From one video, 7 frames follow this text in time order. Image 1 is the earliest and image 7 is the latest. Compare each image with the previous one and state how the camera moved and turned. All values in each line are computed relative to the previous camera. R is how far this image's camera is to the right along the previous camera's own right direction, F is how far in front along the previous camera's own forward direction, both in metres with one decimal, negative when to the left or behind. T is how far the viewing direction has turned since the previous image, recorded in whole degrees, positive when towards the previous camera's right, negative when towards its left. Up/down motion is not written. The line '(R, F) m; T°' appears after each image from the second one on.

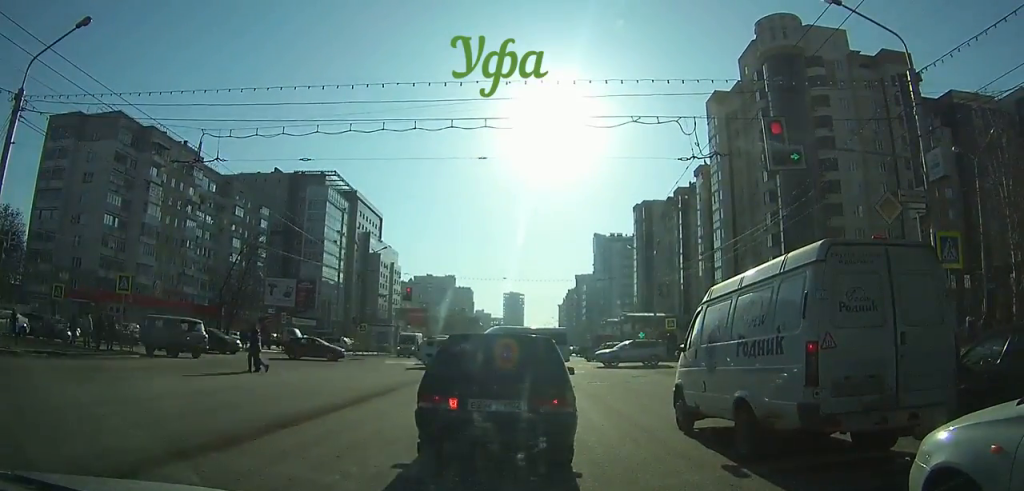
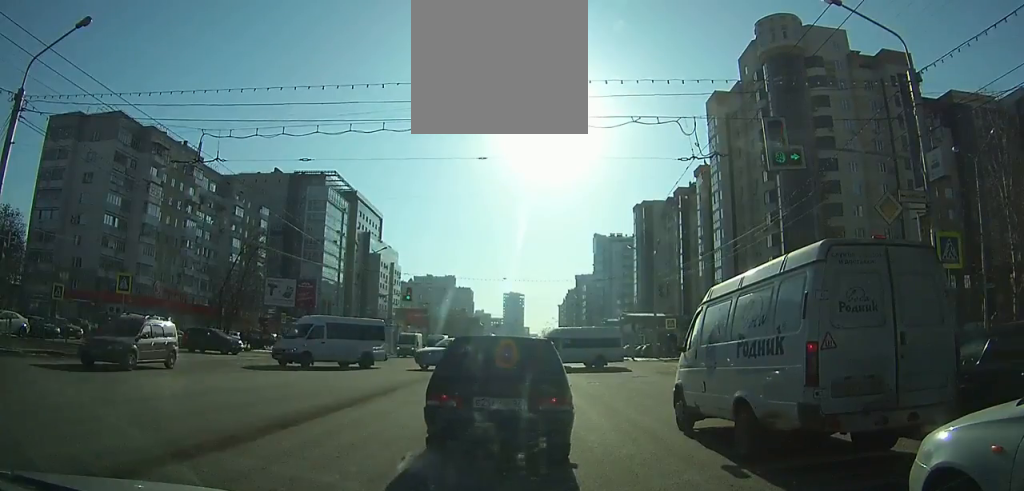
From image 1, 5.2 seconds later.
(-0.3, +8.3) m; -3°
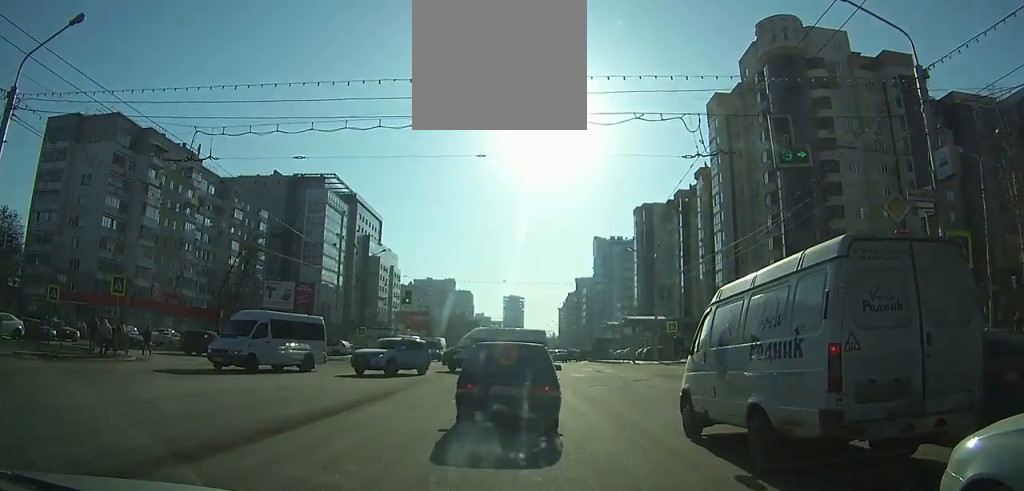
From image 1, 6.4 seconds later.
(0.0, +3.0) m; -1°
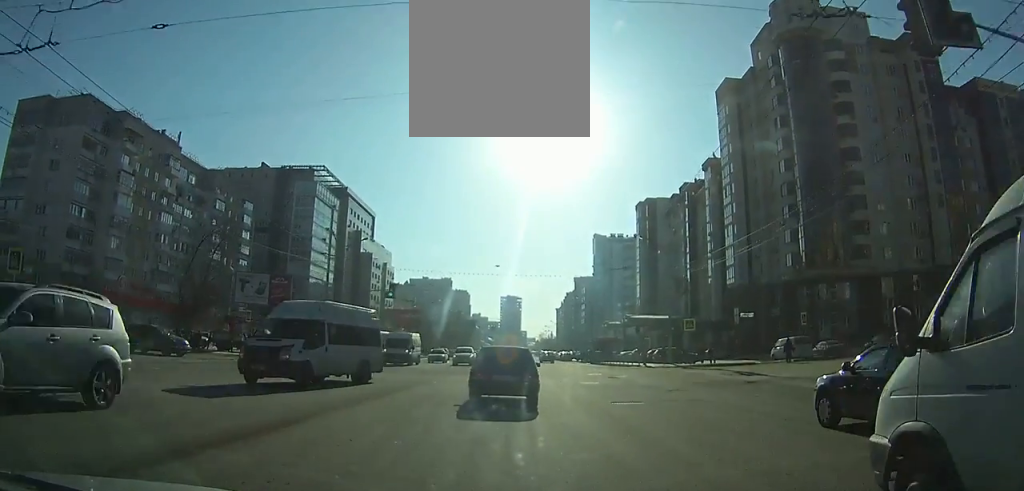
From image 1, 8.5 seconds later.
(-0.1, +10.8) m; -1°
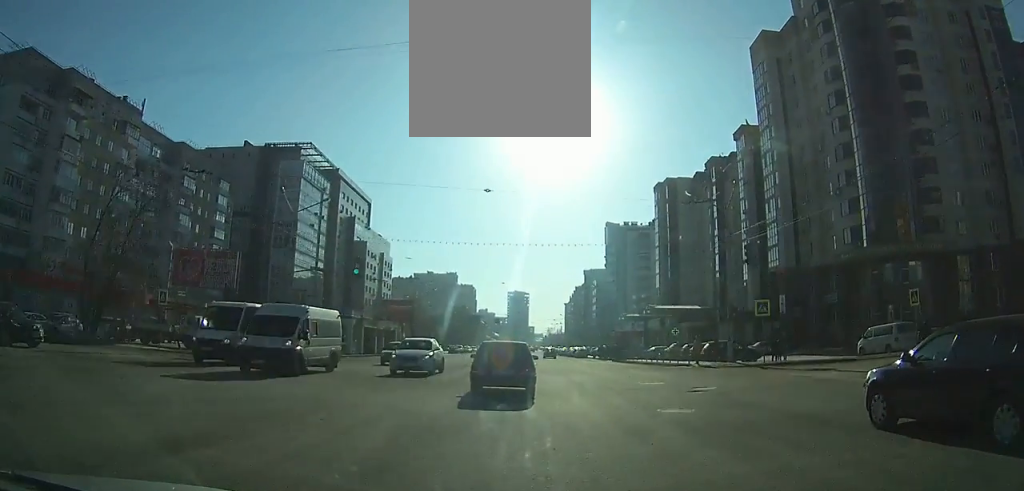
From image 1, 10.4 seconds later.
(-0.1, +13.7) m; 0°
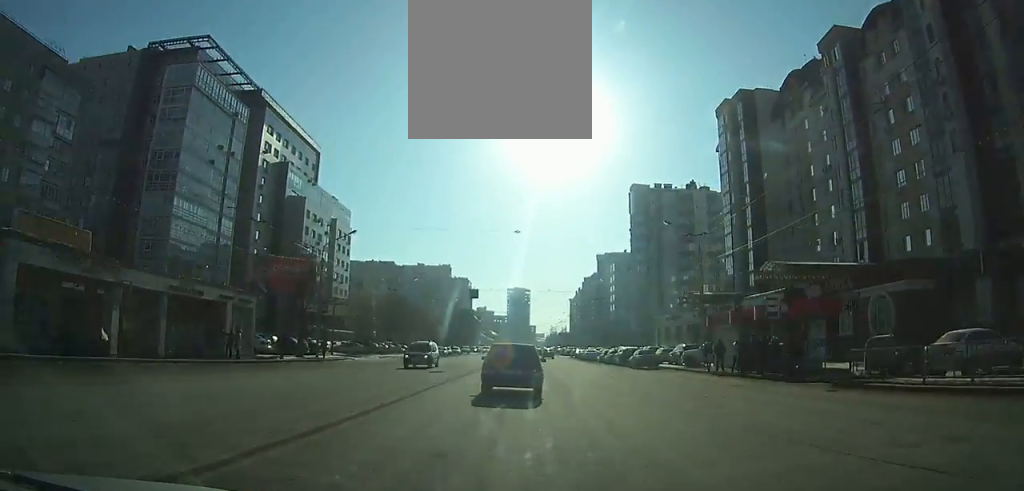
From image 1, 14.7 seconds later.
(0.0, +47.6) m; 0°
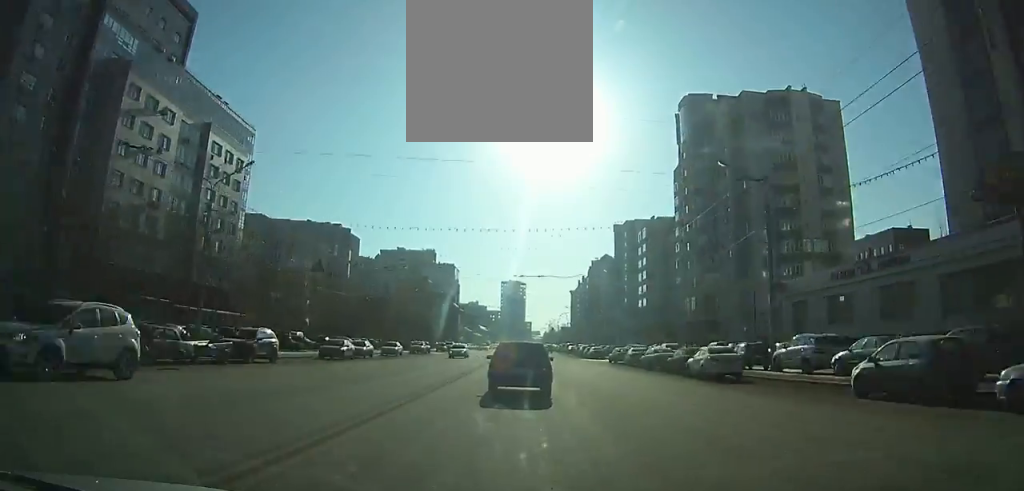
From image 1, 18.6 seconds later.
(+0.5, +55.5) m; +1°
